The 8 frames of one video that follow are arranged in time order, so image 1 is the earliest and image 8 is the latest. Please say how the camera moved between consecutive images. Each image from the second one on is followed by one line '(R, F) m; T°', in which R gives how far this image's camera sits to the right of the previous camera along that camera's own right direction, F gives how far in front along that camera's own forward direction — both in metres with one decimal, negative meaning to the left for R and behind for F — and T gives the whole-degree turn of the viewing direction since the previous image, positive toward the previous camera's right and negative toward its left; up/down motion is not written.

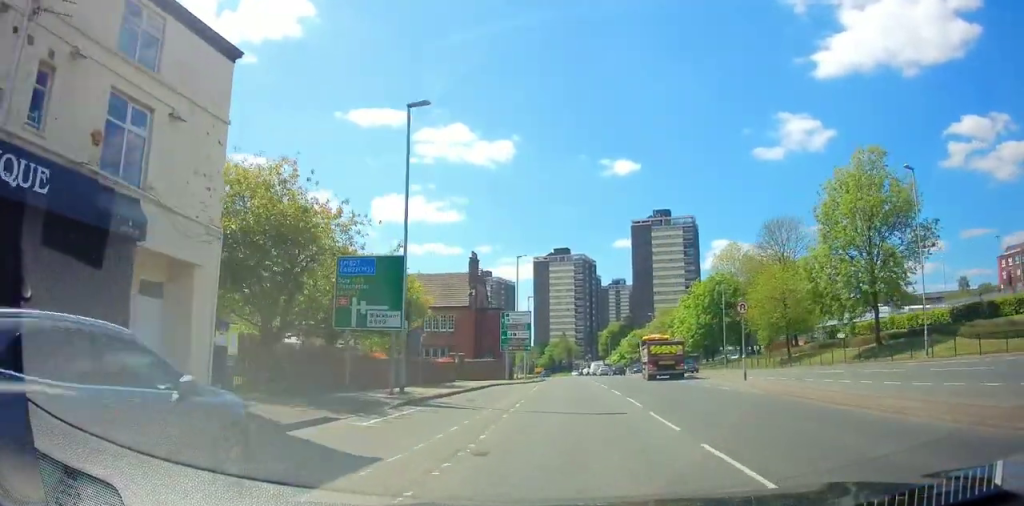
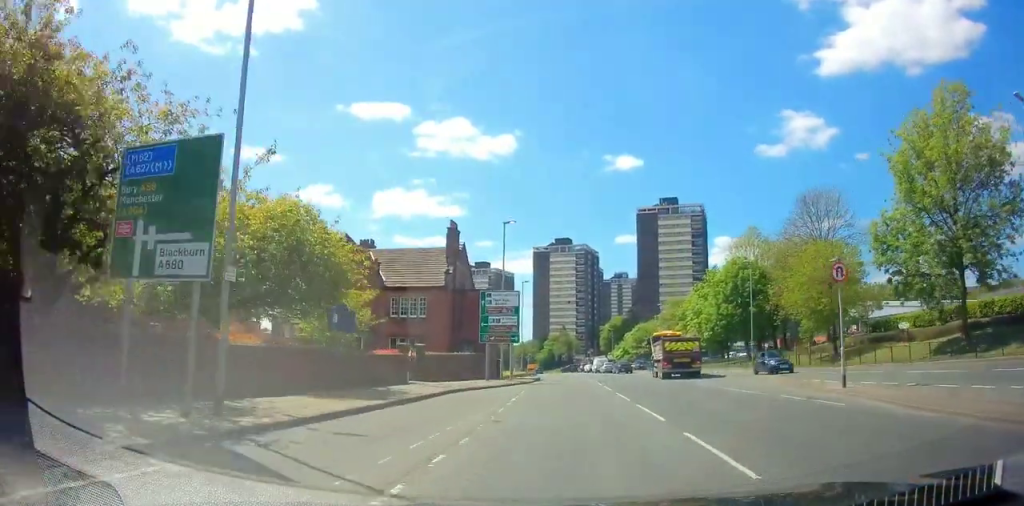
(0.0, +10.4) m; -1°
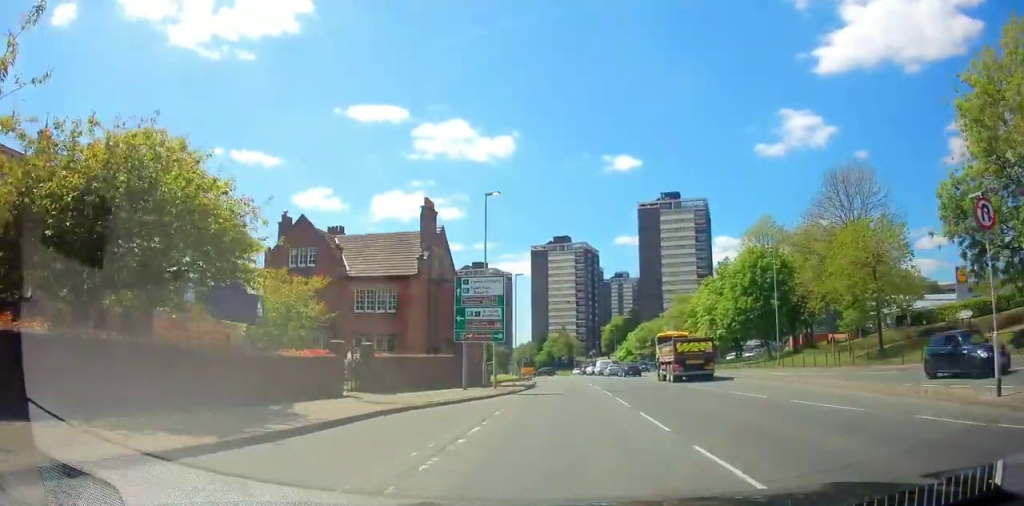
(0.0, +7.4) m; -1°
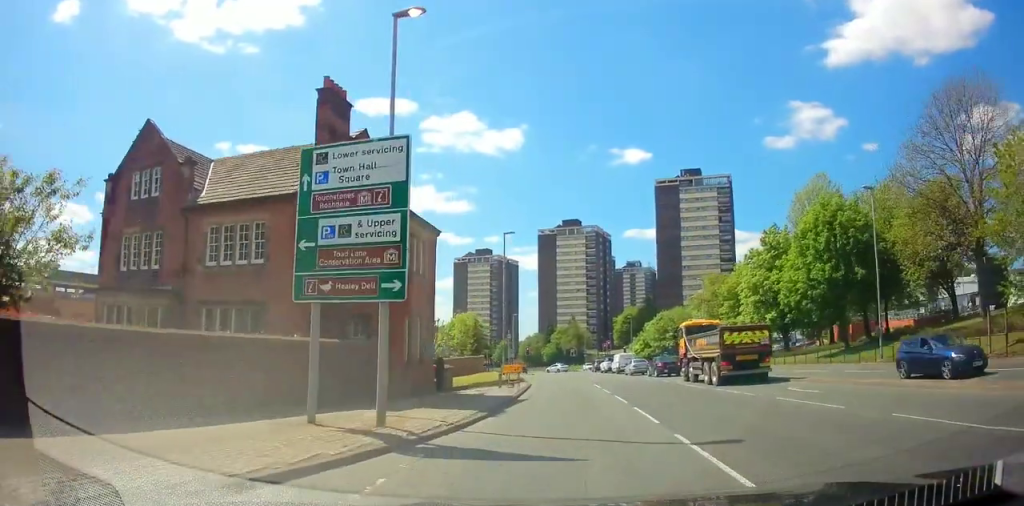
(-0.2, +16.9) m; +1°
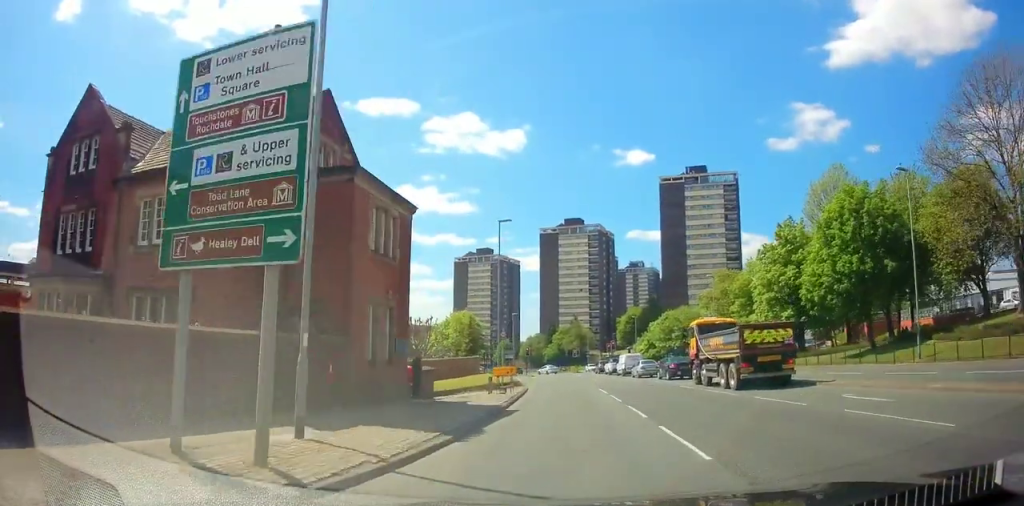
(+0.1, +4.1) m; 0°
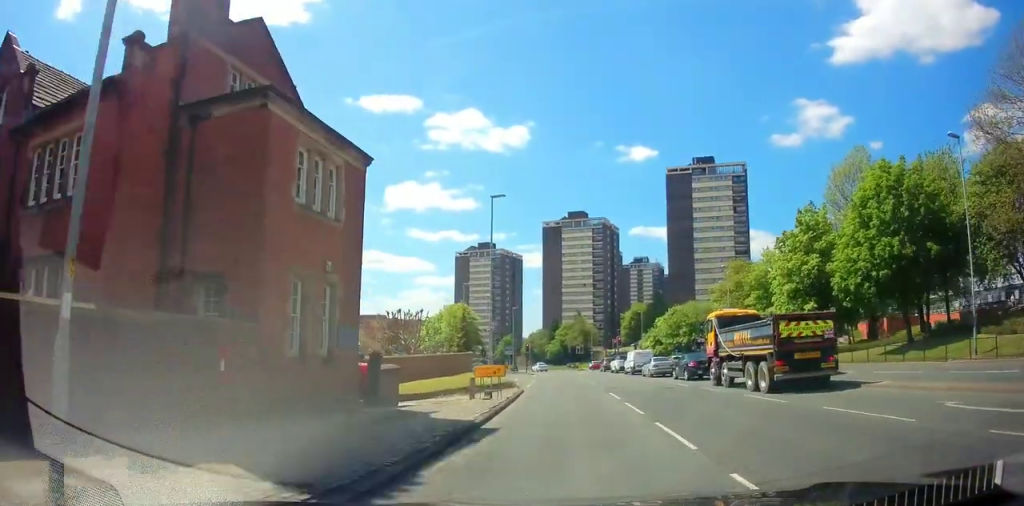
(+0.2, +5.0) m; 0°
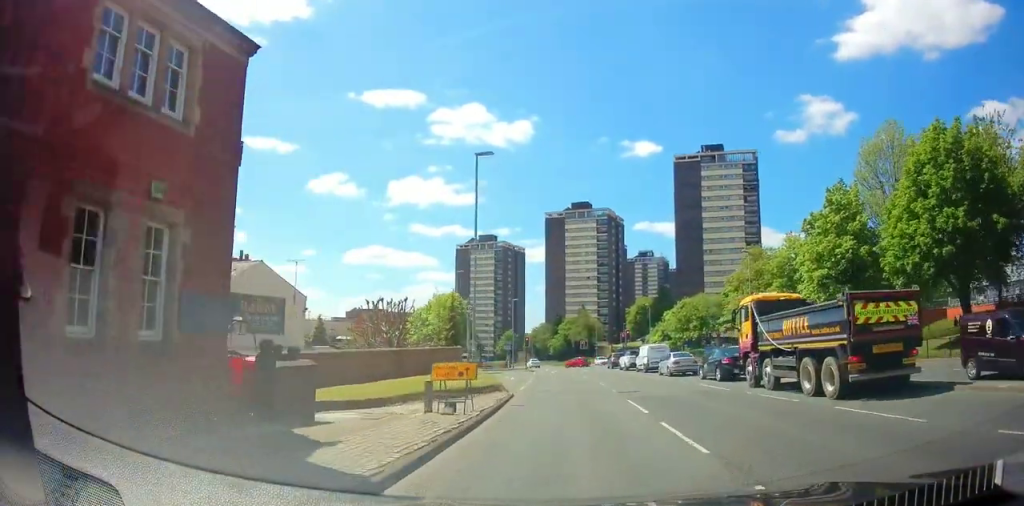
(-0.1, +6.4) m; 0°
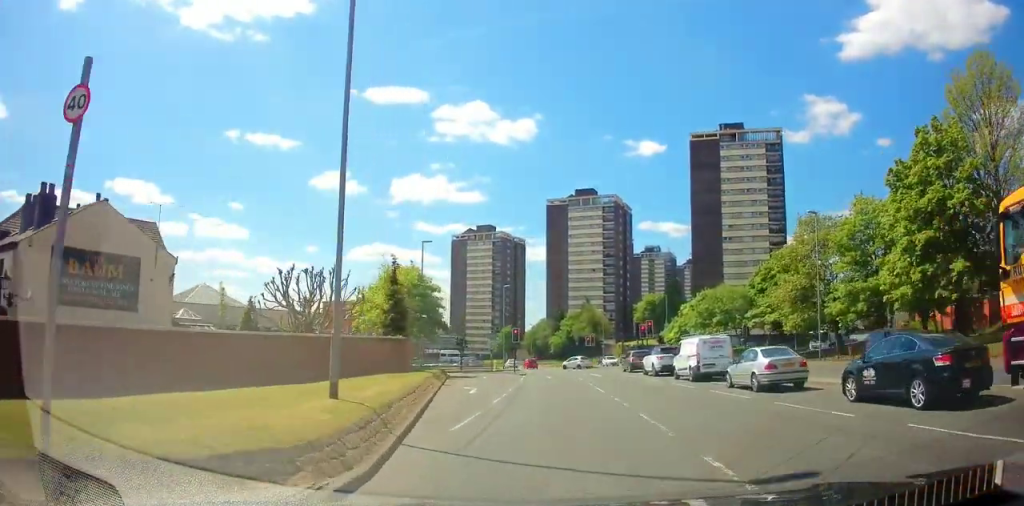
(+0.3, +15.5) m; -1°
